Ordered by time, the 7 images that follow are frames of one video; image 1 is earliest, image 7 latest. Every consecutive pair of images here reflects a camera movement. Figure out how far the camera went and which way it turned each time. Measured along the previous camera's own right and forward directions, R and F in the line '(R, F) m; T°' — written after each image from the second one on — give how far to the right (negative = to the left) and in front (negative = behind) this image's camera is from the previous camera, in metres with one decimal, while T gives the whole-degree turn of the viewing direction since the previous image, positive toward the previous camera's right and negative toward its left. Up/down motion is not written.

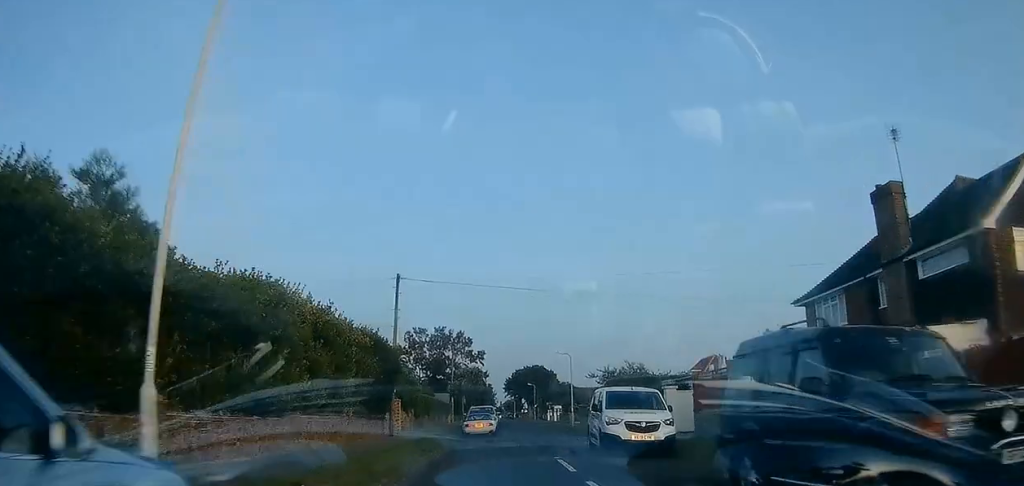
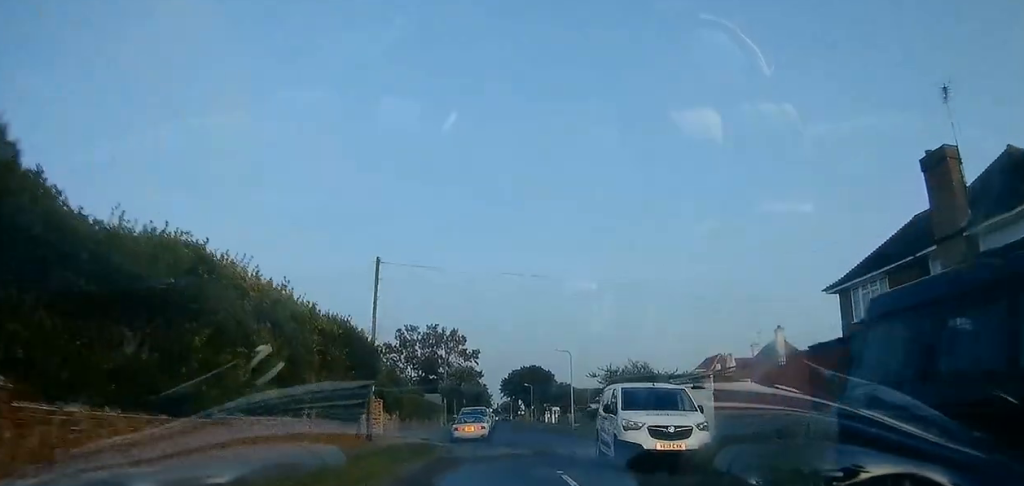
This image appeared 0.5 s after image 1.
(0.0, +3.6) m; 0°
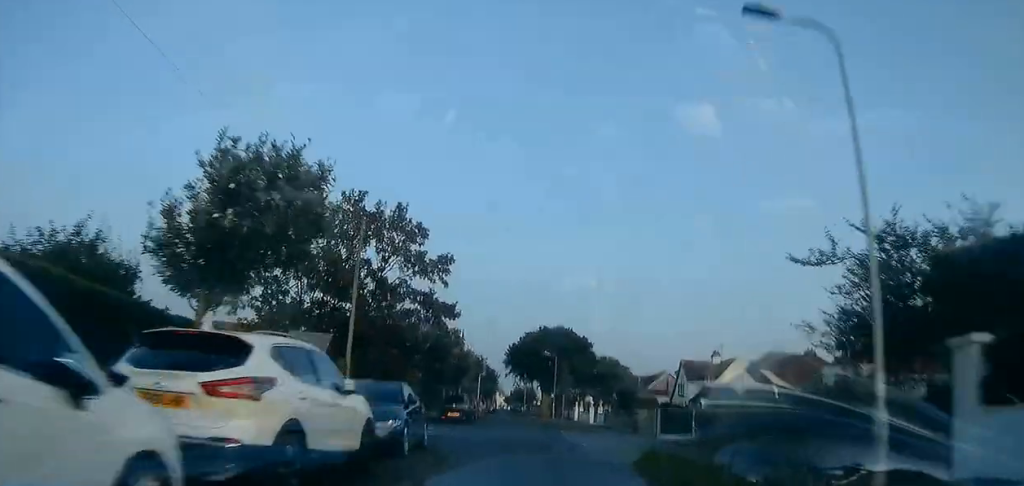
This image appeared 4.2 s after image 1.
(-0.2, +40.1) m; -2°
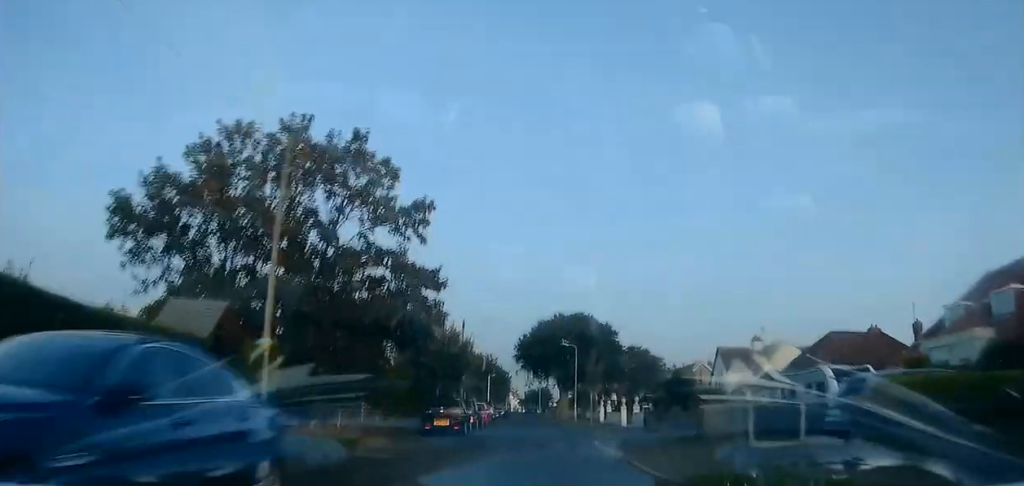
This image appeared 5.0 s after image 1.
(-0.1, +9.7) m; -1°
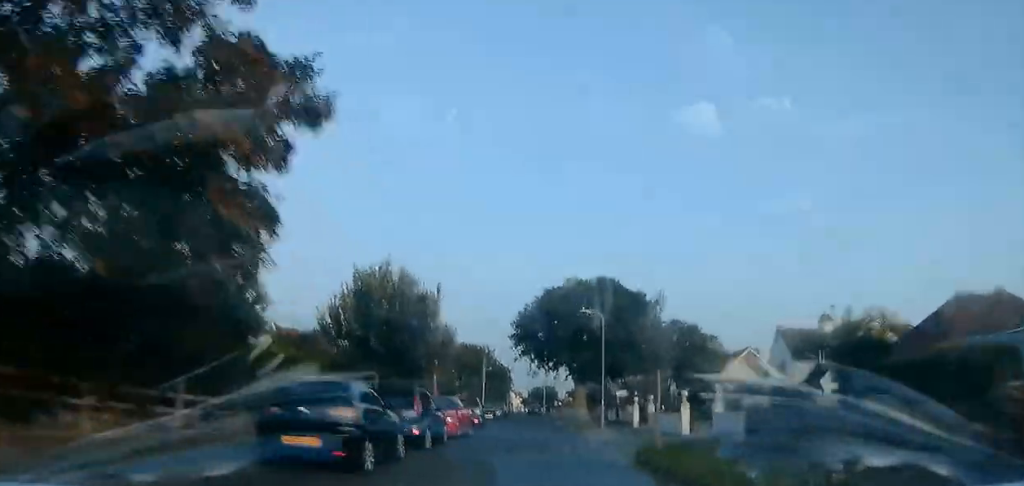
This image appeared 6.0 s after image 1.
(-0.3, +14.6) m; -2°
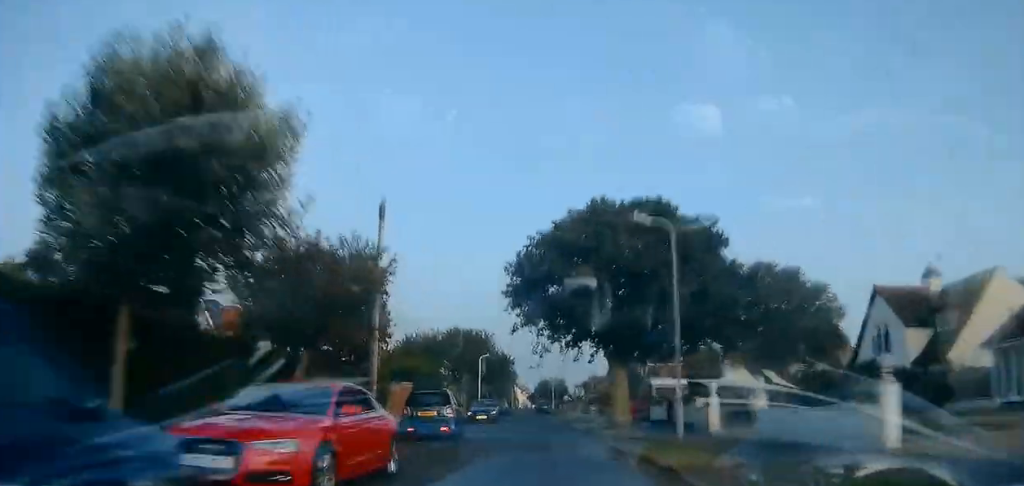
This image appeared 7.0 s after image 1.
(-0.2, +14.0) m; 0°
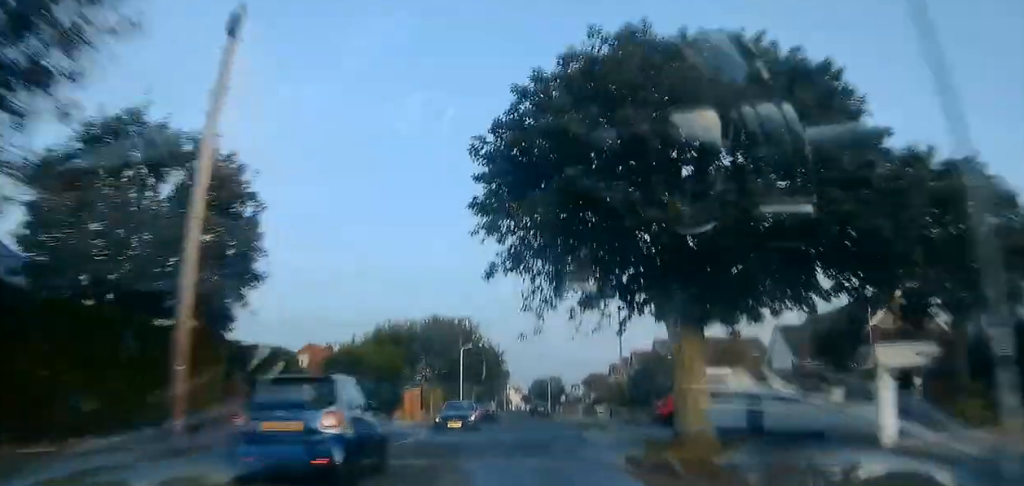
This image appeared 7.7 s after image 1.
(+0.1, +10.8) m; 0°
